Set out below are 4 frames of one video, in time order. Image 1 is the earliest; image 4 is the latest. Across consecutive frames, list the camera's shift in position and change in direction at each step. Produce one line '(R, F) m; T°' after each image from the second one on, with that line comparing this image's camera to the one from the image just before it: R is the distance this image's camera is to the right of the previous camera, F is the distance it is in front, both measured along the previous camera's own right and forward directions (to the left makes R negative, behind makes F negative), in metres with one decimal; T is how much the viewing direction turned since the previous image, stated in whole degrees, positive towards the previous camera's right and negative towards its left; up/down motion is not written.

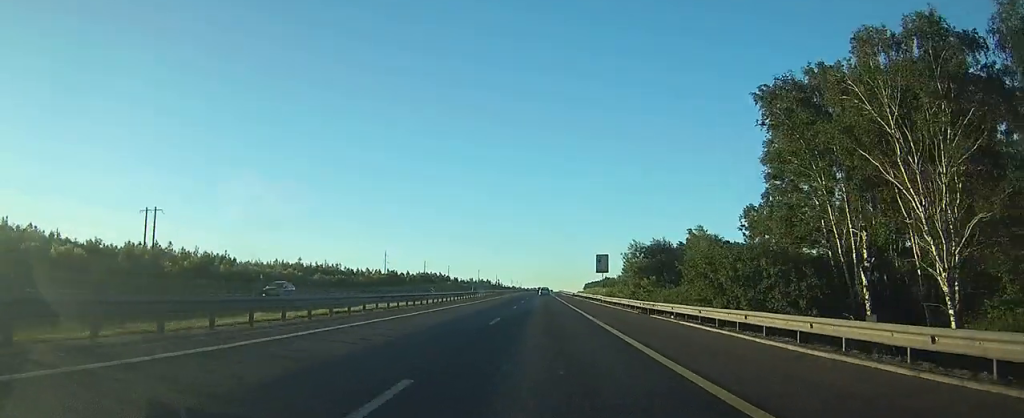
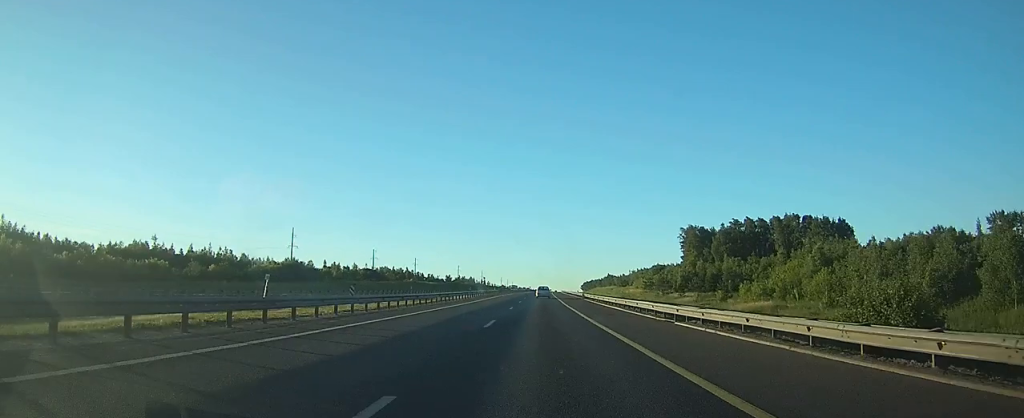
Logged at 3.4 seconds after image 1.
(-0.4, +96.0) m; 0°
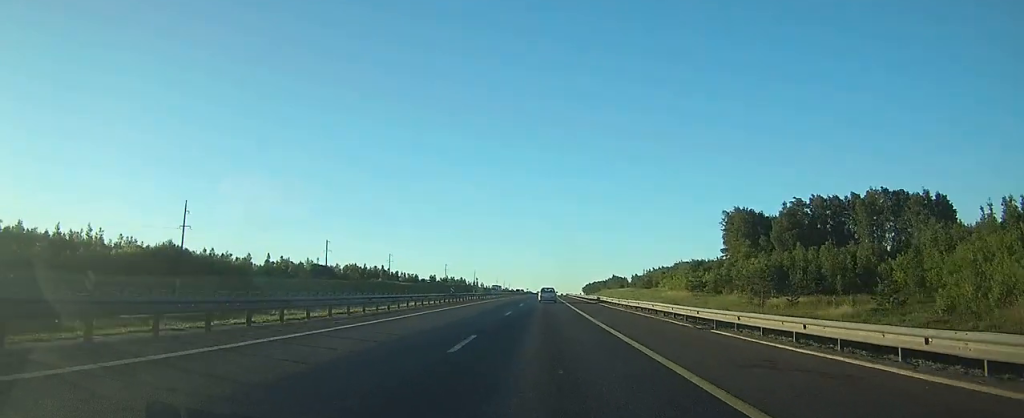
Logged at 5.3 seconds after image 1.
(+0.4, +54.9) m; 0°
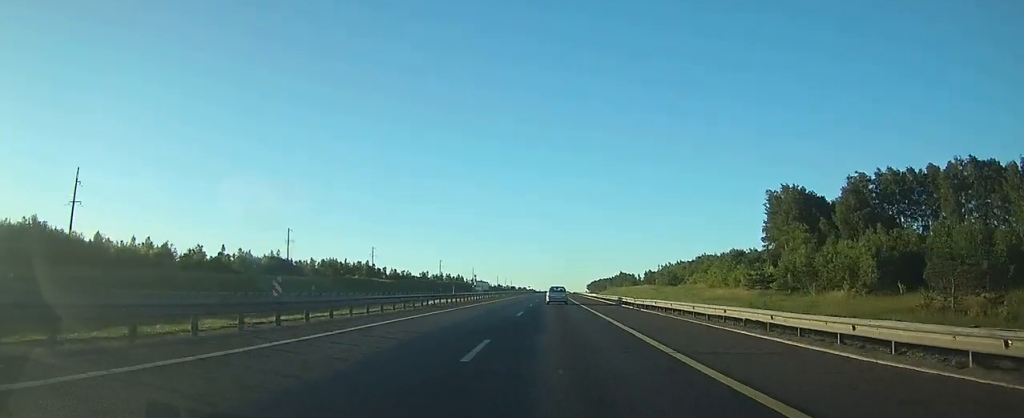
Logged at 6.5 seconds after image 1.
(-0.1, +33.2) m; 0°
